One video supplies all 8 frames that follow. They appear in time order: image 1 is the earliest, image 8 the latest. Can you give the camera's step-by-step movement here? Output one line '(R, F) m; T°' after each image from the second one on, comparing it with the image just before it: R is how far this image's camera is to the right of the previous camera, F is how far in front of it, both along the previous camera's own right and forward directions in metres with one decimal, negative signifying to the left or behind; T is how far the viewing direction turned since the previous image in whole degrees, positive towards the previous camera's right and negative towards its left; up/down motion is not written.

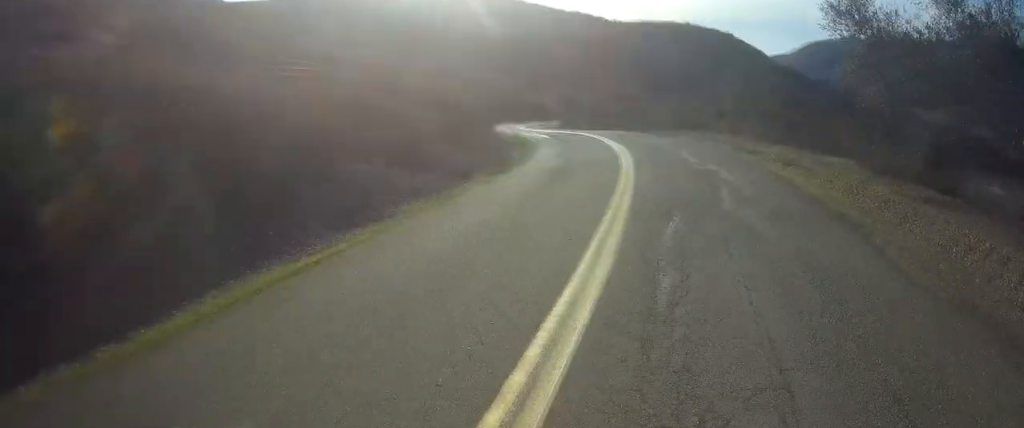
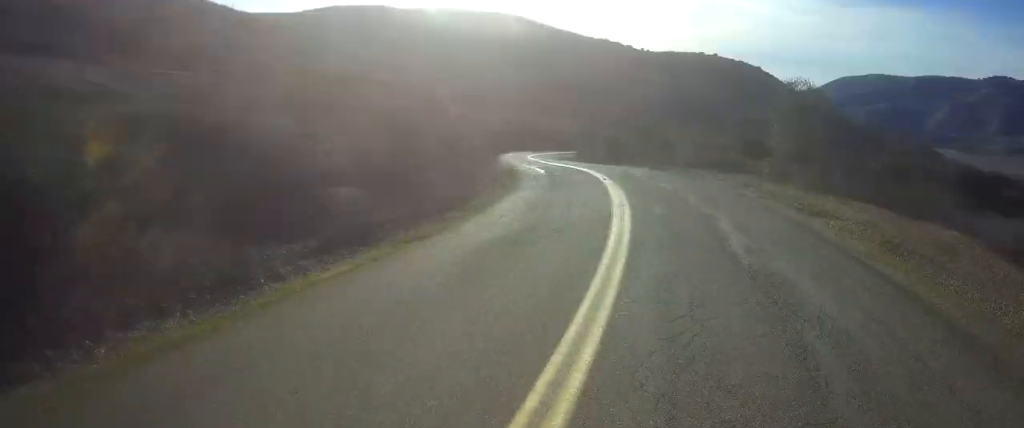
(0.0, +7.6) m; -1°
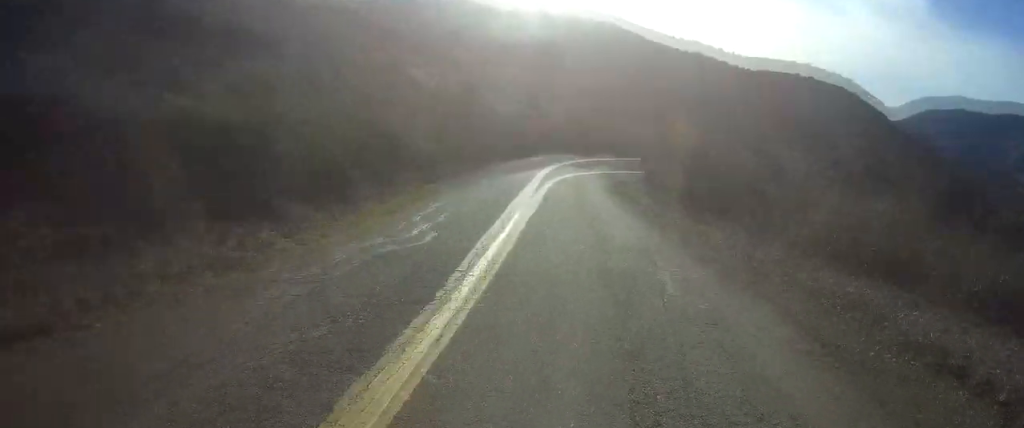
(-5.2, +29.7) m; -22°
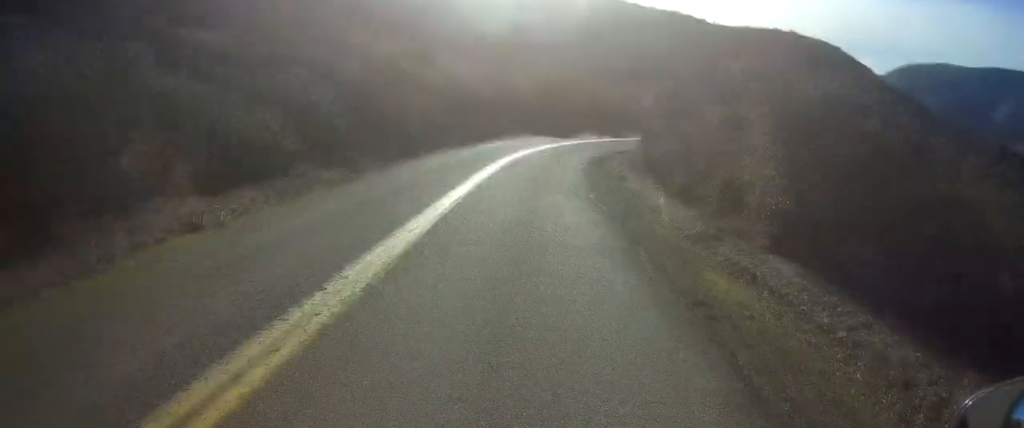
(-0.9, +15.7) m; -3°
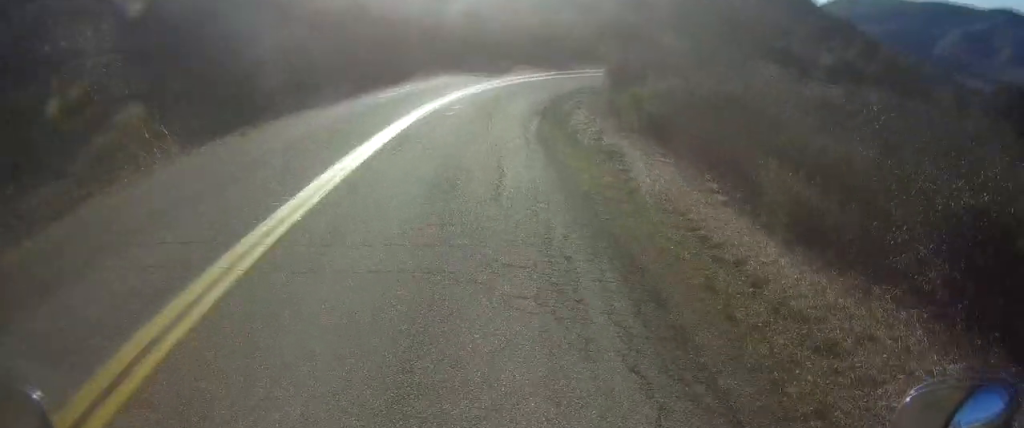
(0.0, +12.0) m; -1°
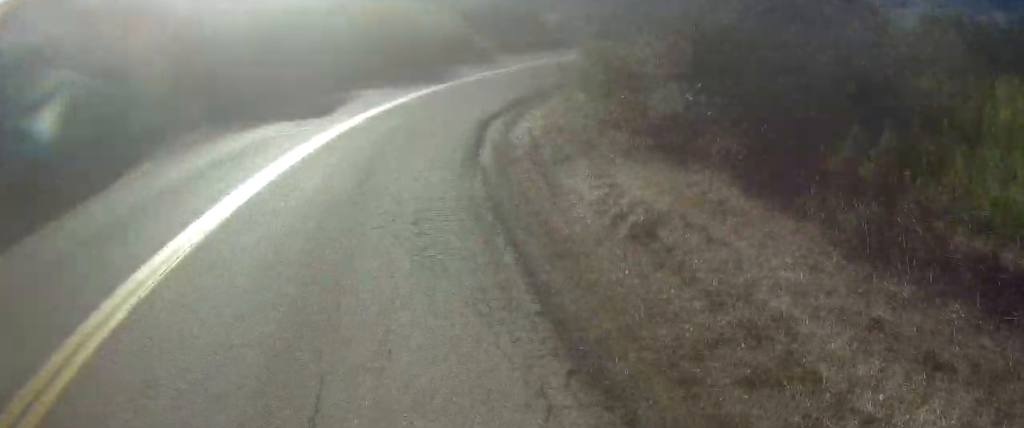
(-0.2, +19.7) m; +8°
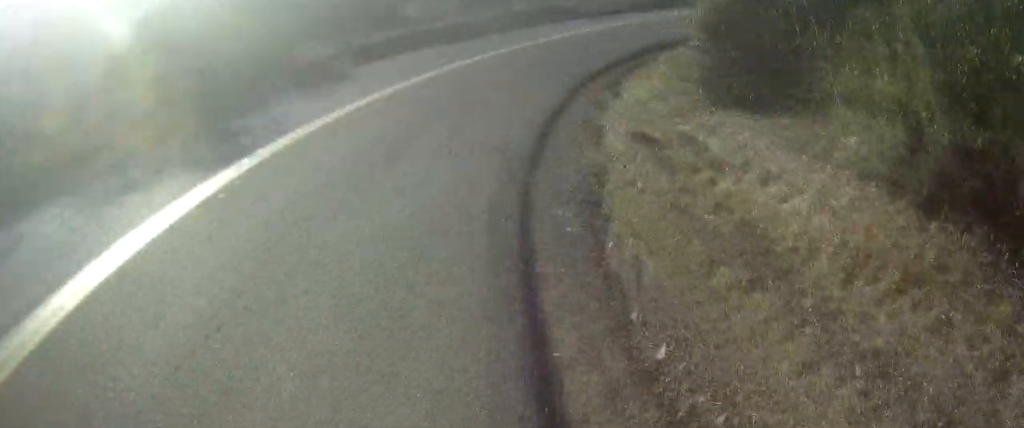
(+2.6, +16.3) m; +11°
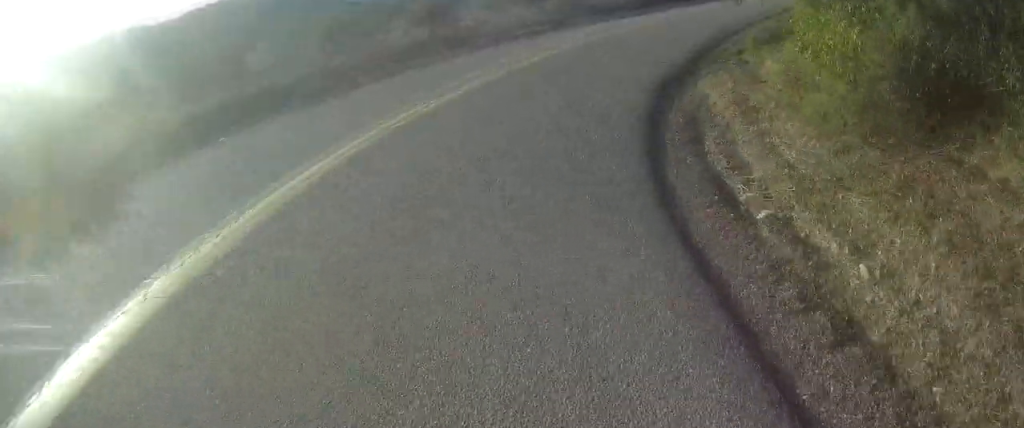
(+0.2, +9.5) m; +18°
